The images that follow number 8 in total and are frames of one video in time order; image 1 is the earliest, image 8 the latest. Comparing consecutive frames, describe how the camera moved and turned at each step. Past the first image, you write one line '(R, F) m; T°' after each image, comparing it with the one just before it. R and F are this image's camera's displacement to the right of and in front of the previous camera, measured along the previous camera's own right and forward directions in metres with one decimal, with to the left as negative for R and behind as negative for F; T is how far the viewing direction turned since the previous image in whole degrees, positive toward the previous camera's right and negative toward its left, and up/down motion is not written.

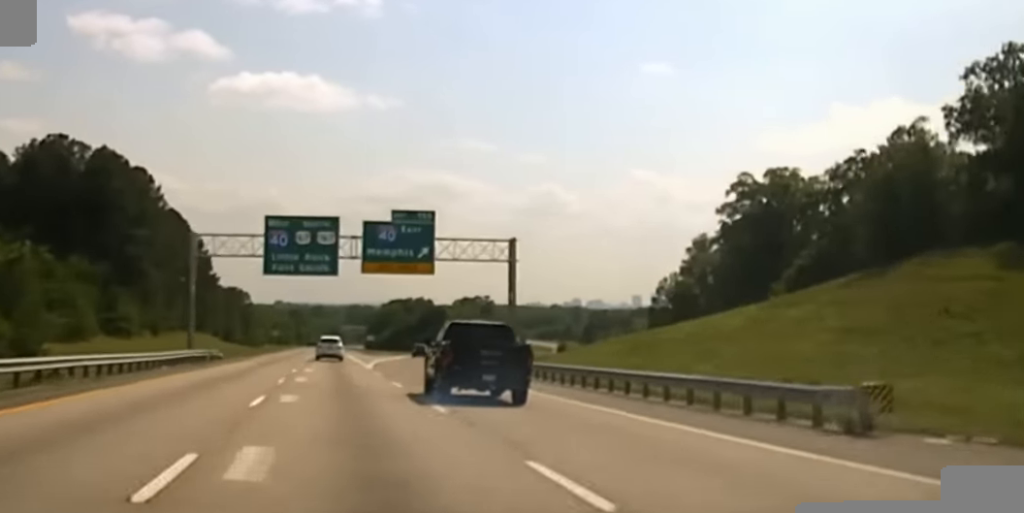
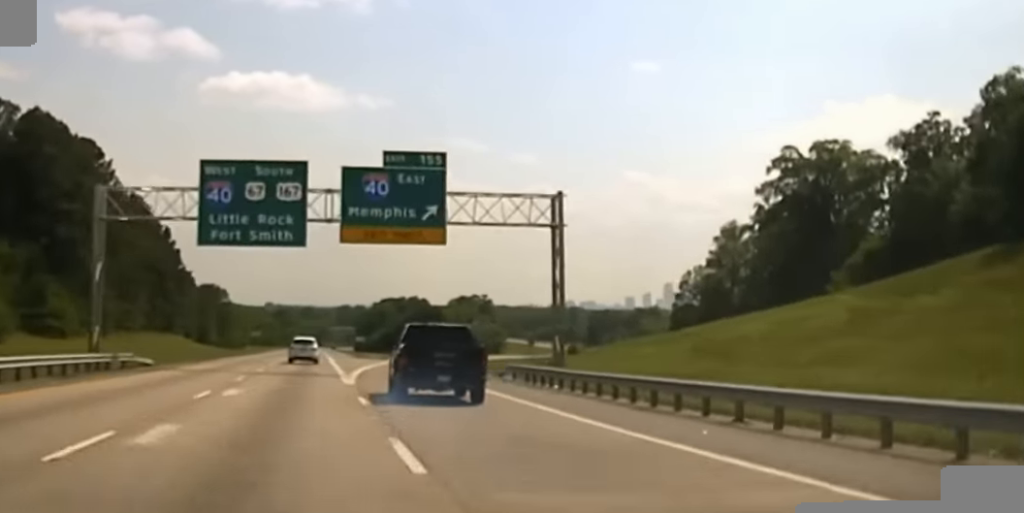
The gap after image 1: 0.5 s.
(0.0, +20.9) m; 0°
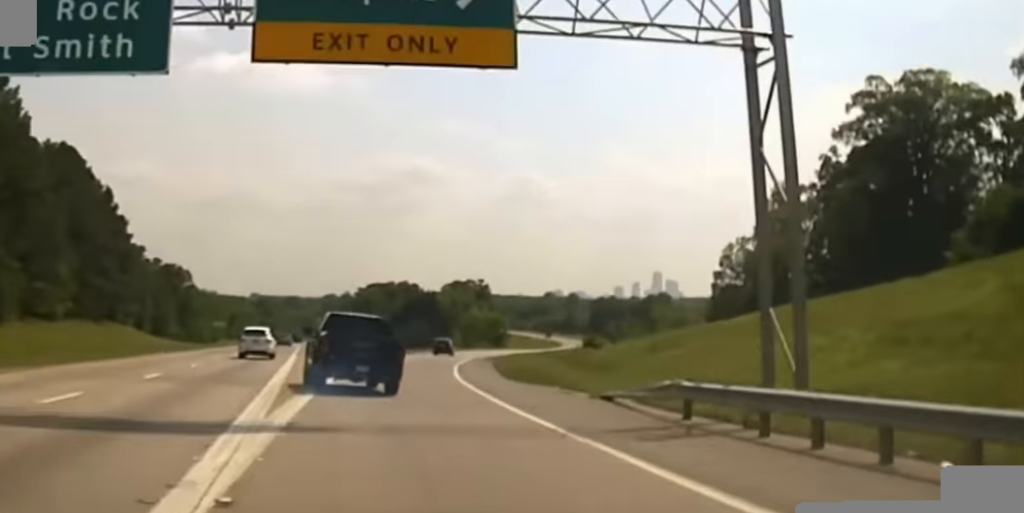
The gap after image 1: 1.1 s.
(+0.1, +24.9) m; 0°
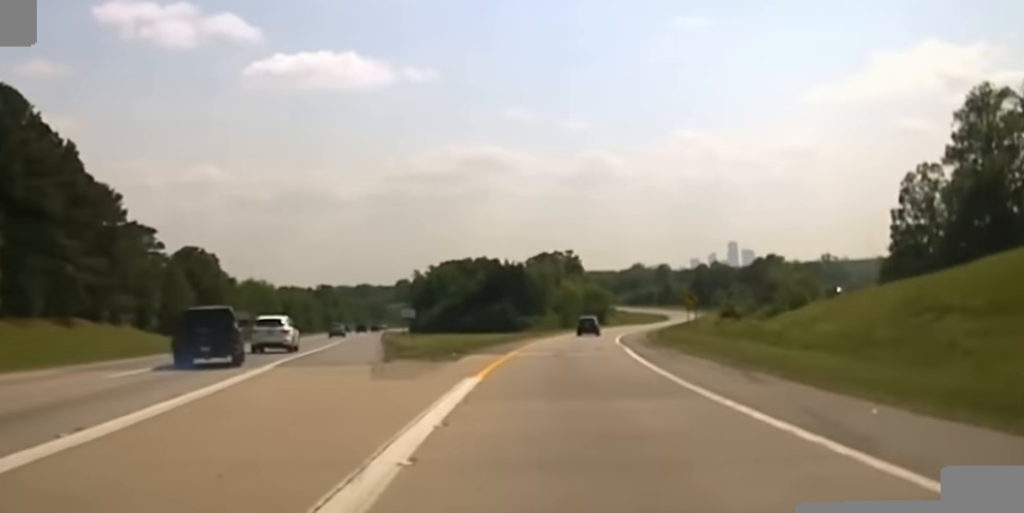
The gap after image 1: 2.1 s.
(0.0, +37.7) m; -2°
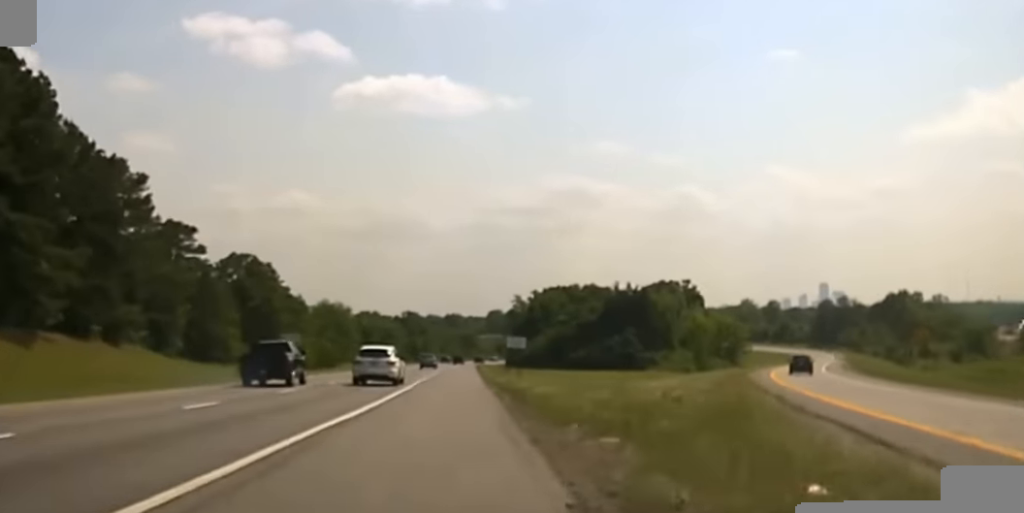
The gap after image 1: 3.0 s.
(-1.0, +33.5) m; -1°
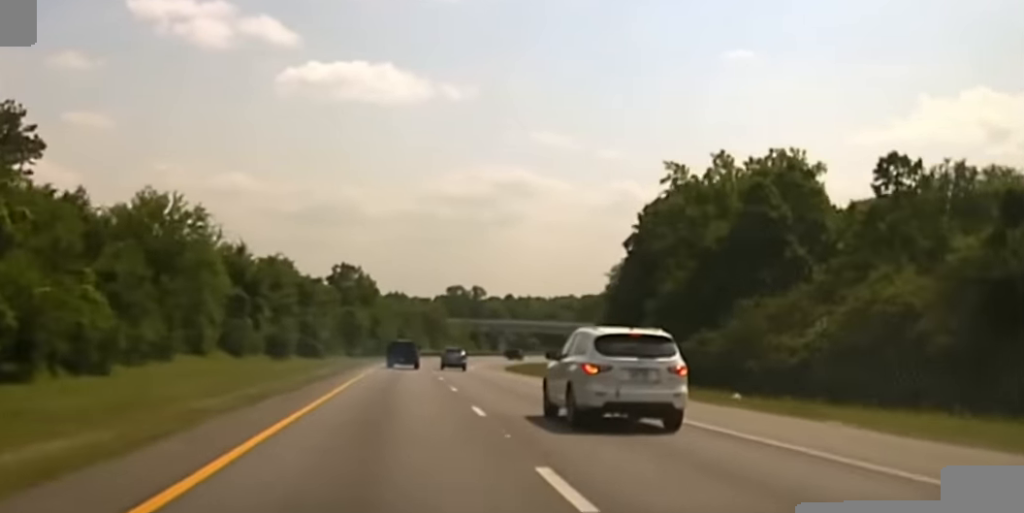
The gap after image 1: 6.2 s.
(+3.9, +123.9) m; +3°
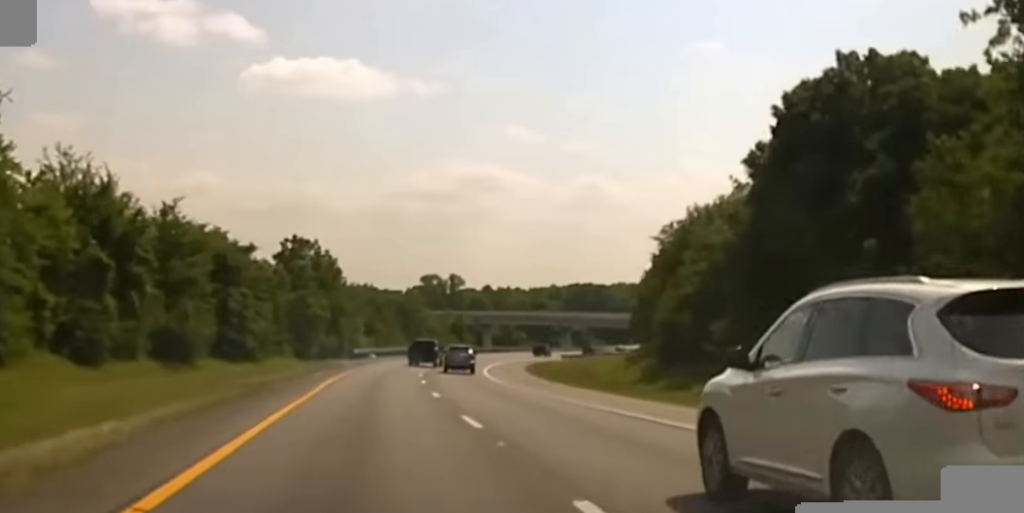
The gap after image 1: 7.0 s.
(0.0, +34.6) m; 0°
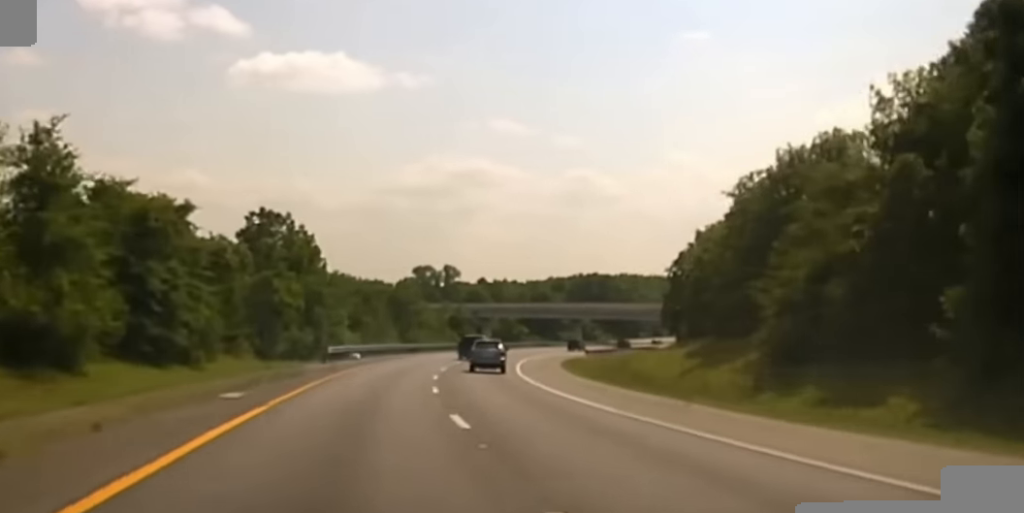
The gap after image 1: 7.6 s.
(0.0, +23.6) m; 0°
